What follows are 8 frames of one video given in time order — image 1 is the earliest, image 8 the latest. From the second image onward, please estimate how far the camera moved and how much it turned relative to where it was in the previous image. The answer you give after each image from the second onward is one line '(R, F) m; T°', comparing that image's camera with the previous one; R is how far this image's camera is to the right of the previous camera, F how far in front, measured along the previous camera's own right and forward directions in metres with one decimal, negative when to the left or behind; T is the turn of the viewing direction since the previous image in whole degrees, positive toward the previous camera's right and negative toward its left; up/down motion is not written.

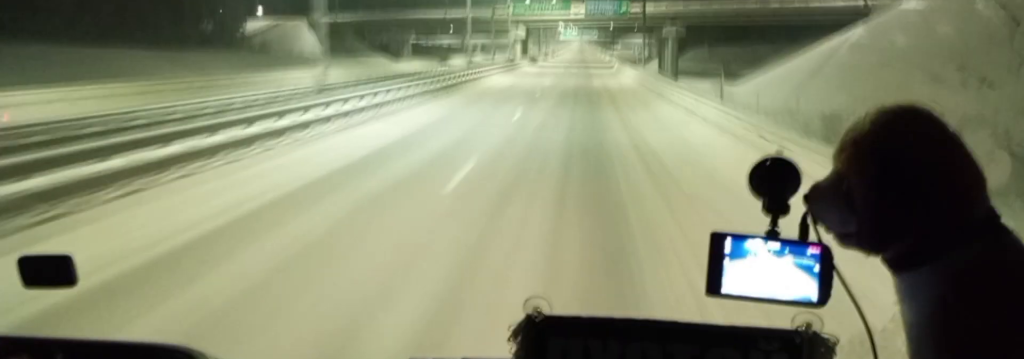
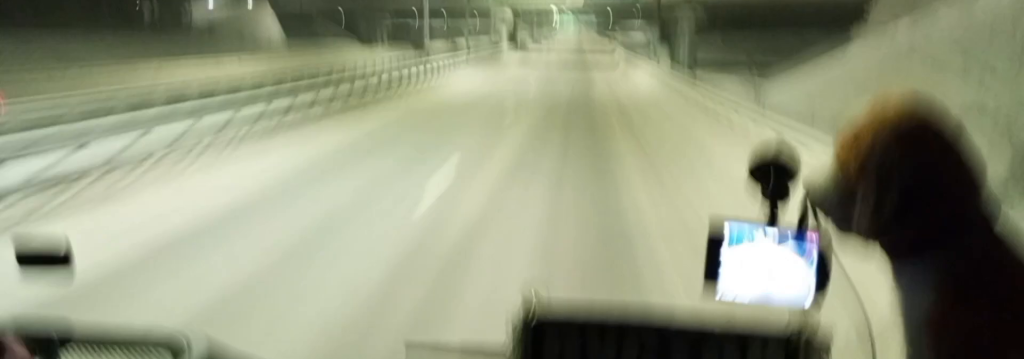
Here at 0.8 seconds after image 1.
(-0.1, +19.1) m; -1°
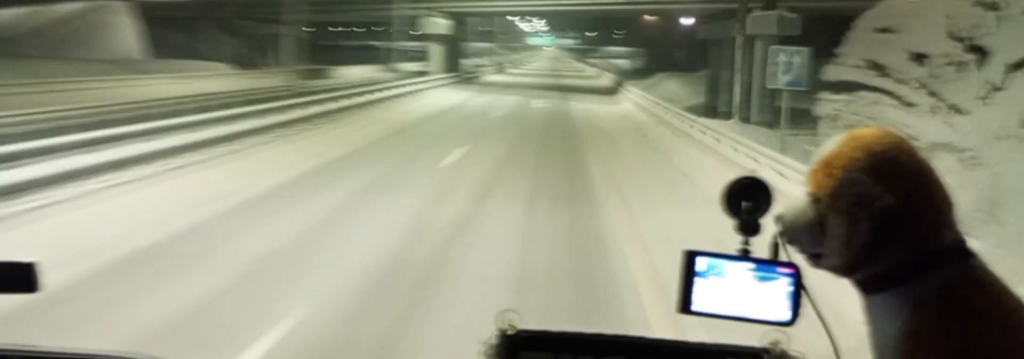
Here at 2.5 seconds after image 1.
(+0.4, +43.2) m; +1°
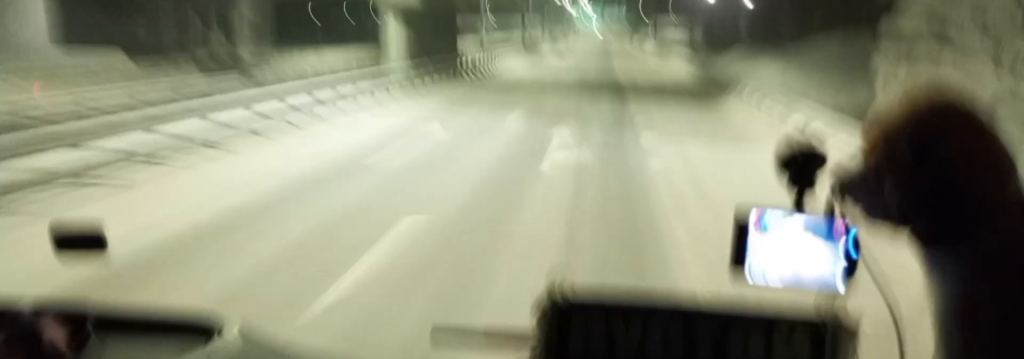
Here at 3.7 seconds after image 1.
(-0.6, +28.9) m; -2°
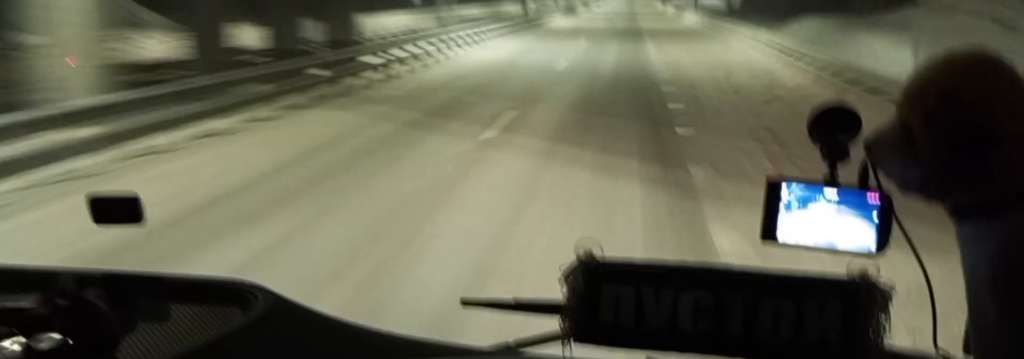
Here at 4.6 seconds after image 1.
(-0.3, +23.7) m; 0°
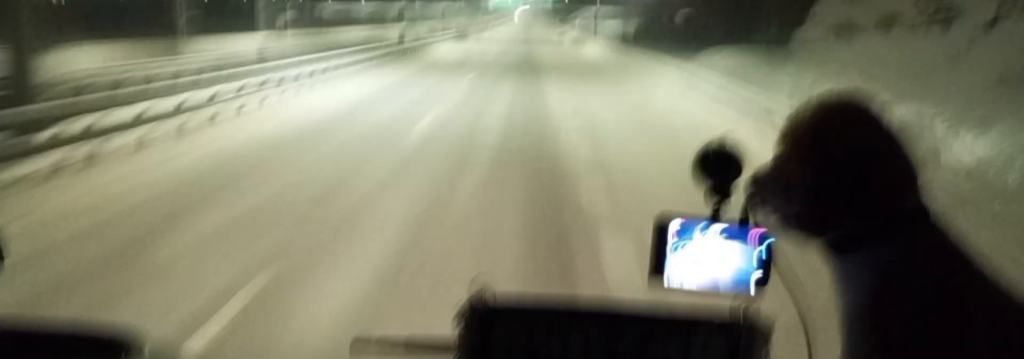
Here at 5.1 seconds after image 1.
(+0.2, +11.3) m; 0°
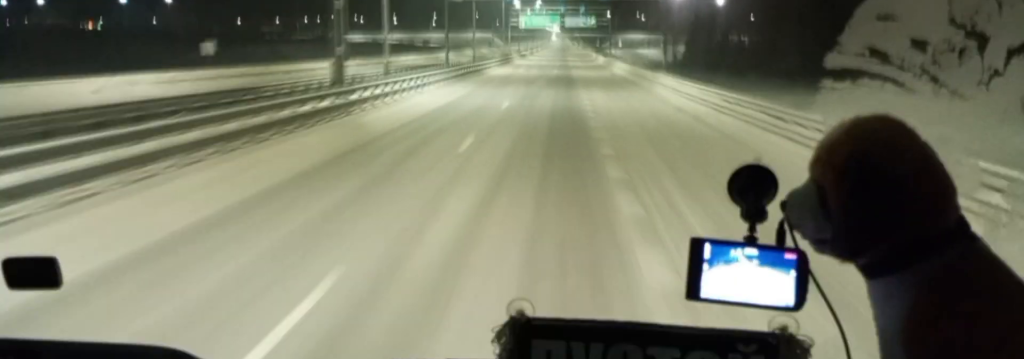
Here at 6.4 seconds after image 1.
(+0.1, +32.2) m; 0°
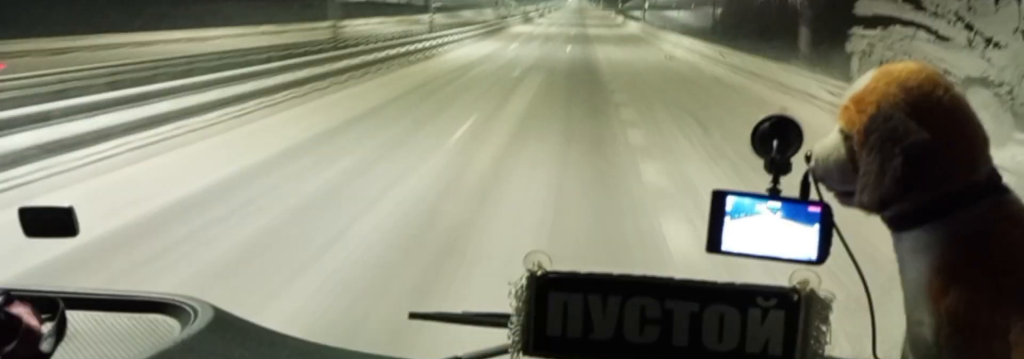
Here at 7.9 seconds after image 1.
(+0.7, +35.0) m; +2°
